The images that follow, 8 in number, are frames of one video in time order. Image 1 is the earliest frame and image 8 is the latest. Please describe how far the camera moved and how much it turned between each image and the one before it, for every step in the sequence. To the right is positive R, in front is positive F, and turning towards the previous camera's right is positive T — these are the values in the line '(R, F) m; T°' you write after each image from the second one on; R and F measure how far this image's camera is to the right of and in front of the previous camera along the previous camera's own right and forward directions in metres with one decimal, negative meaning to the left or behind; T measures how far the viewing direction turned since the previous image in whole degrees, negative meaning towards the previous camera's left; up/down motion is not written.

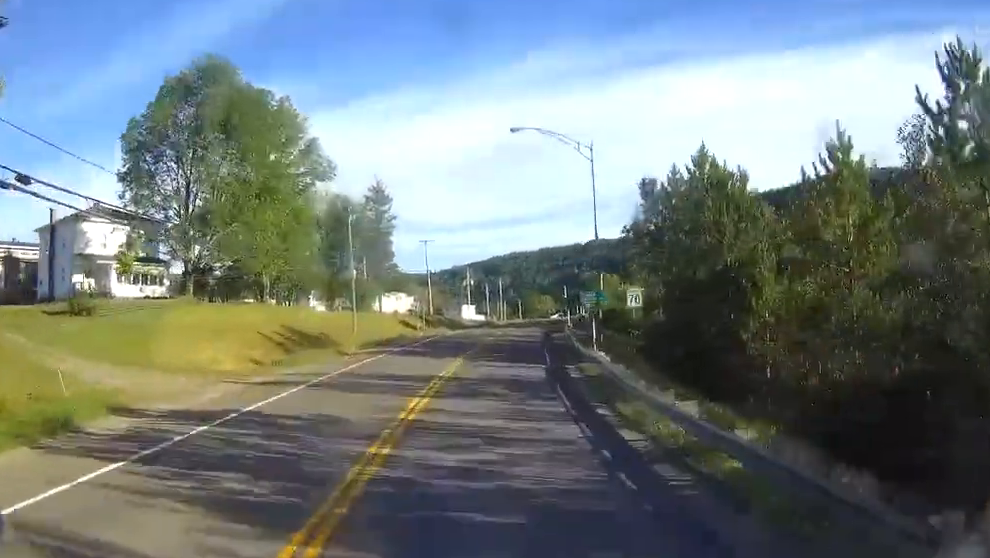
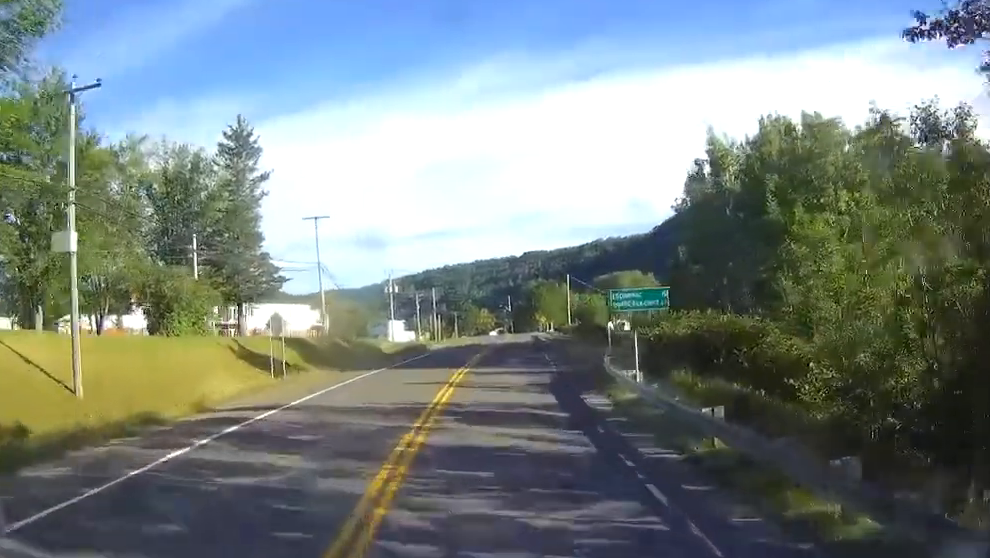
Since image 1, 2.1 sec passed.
(+1.0, +40.9) m; +4°
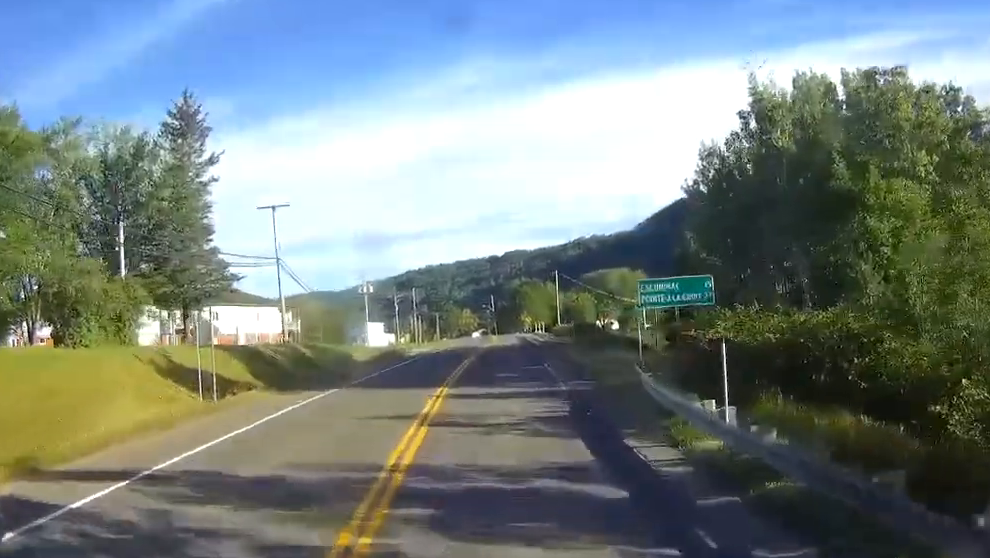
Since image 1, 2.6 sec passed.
(+0.2, +9.0) m; +1°
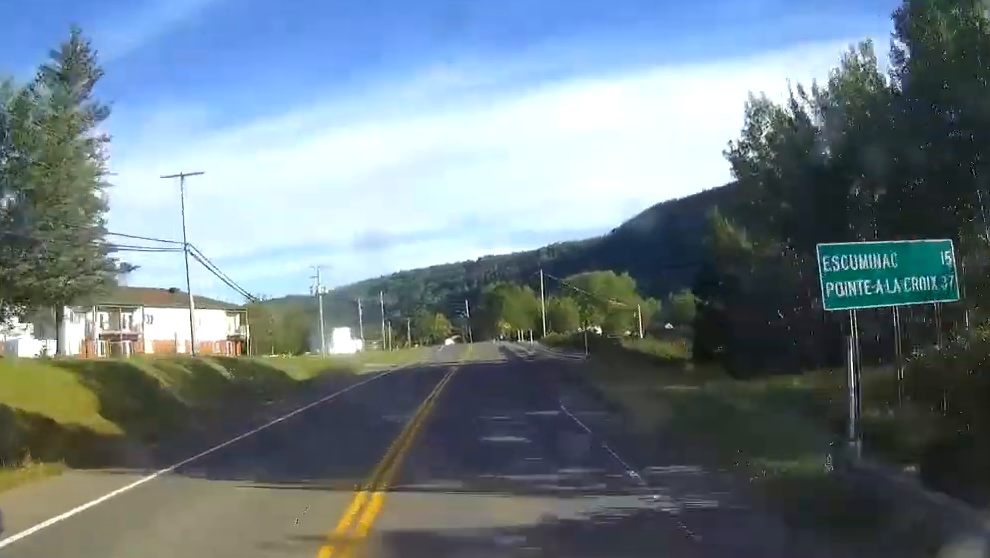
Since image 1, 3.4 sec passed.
(0.0, +15.4) m; +7°
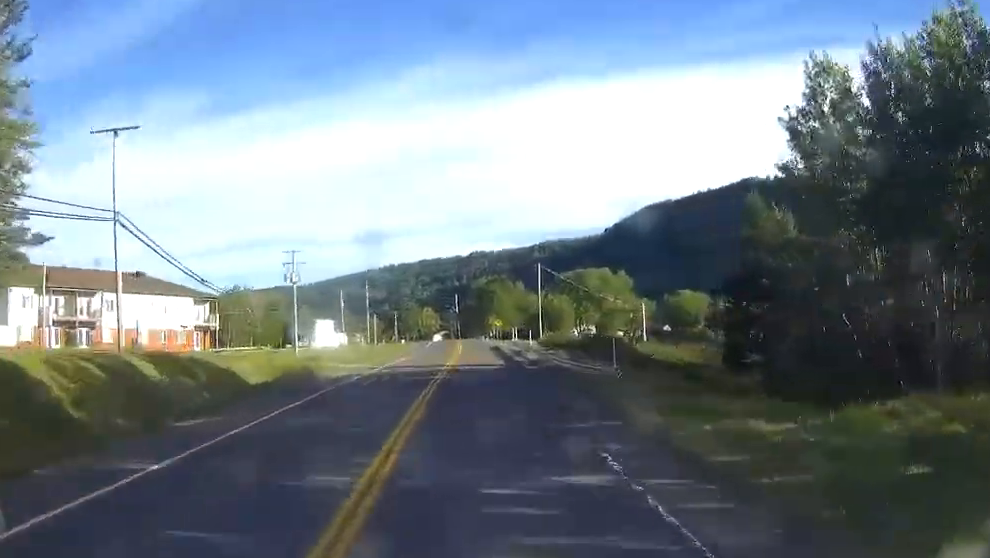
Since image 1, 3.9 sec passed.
(+0.6, +8.9) m; +4°
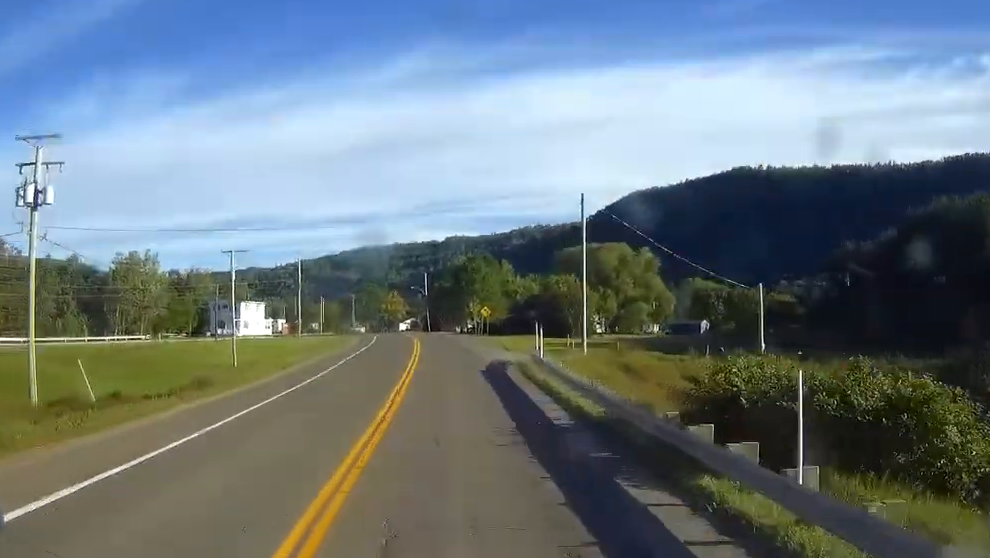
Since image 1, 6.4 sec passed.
(-5.4, +46.7) m; -20°
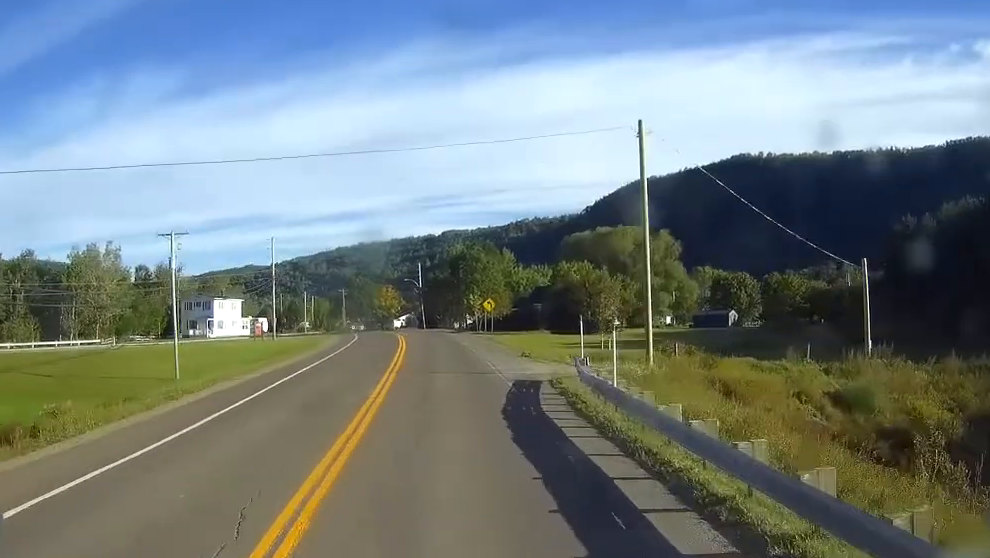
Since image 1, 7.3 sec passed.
(+1.6, +15.1) m; +7°
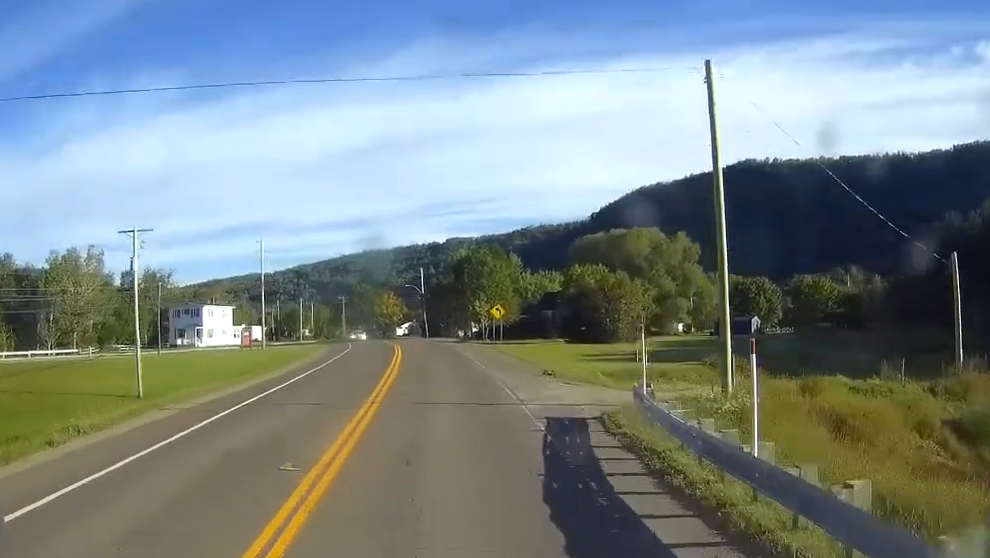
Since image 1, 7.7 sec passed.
(+0.4, +7.9) m; +4°
